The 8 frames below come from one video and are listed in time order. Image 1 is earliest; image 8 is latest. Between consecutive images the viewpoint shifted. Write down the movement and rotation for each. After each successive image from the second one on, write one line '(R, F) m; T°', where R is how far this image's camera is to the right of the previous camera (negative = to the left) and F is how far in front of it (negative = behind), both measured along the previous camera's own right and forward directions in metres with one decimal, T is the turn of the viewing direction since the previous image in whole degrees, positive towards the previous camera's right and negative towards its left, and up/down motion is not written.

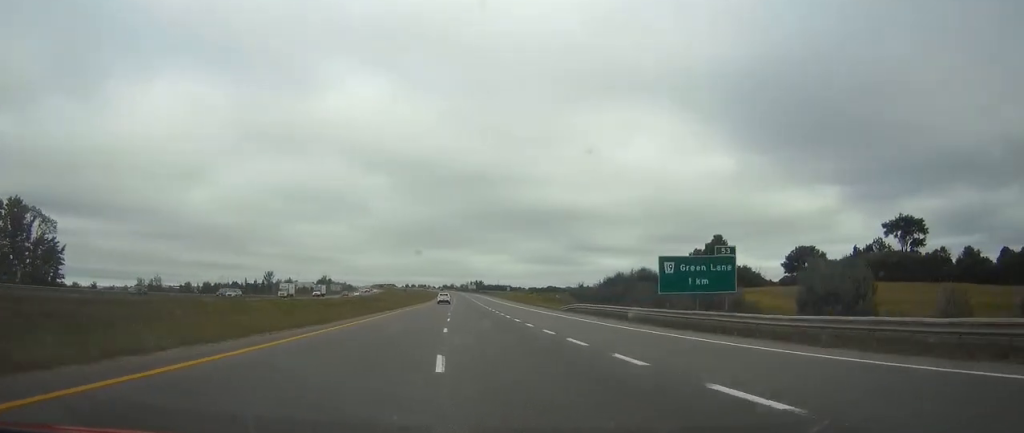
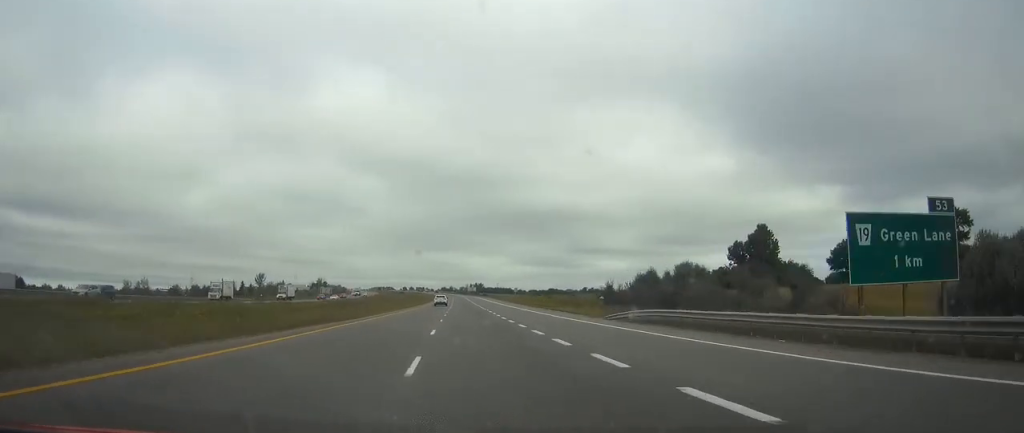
(+0.1, +23.9) m; 0°
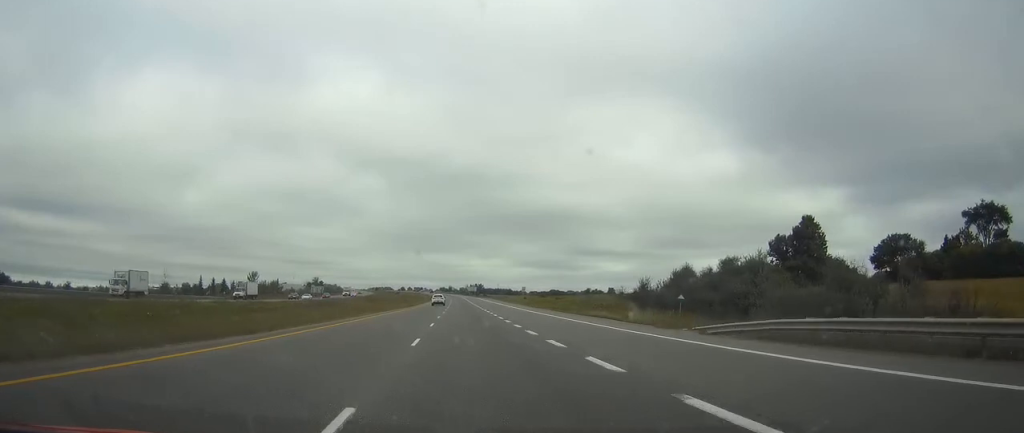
(0.0, +18.5) m; 0°
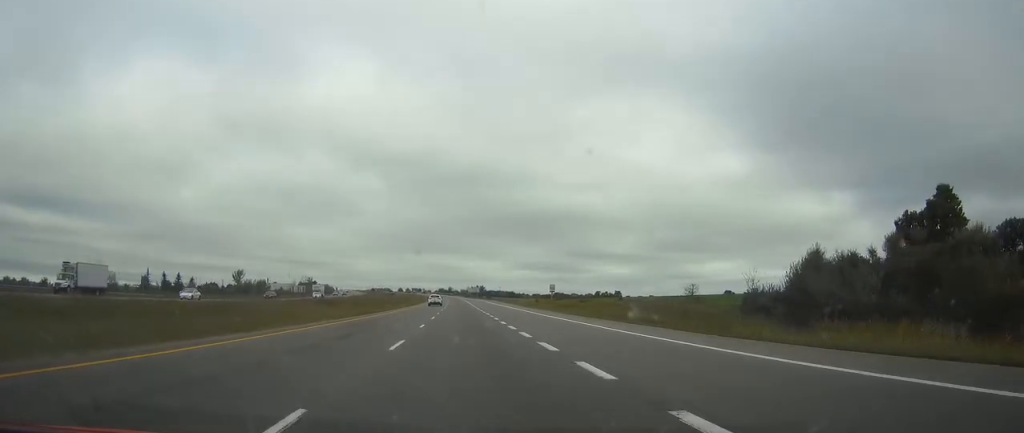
(-0.1, +36.9) m; 0°
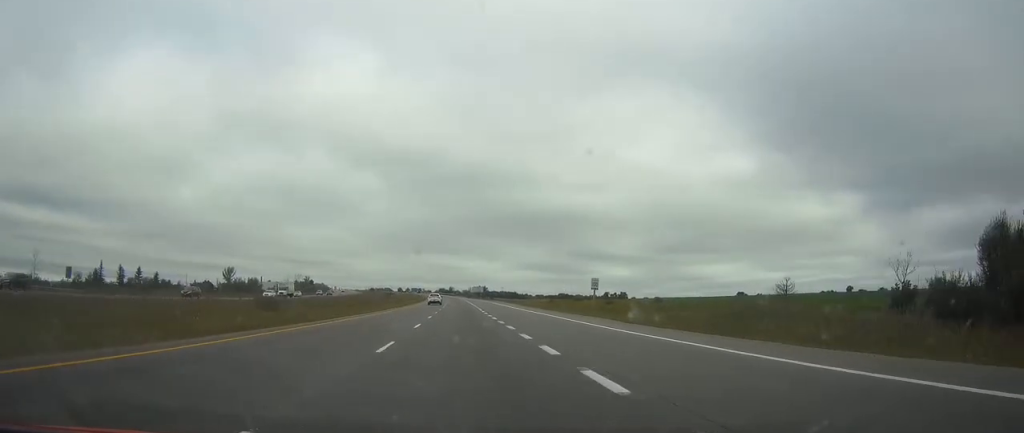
(0.0, +24.9) m; 0°
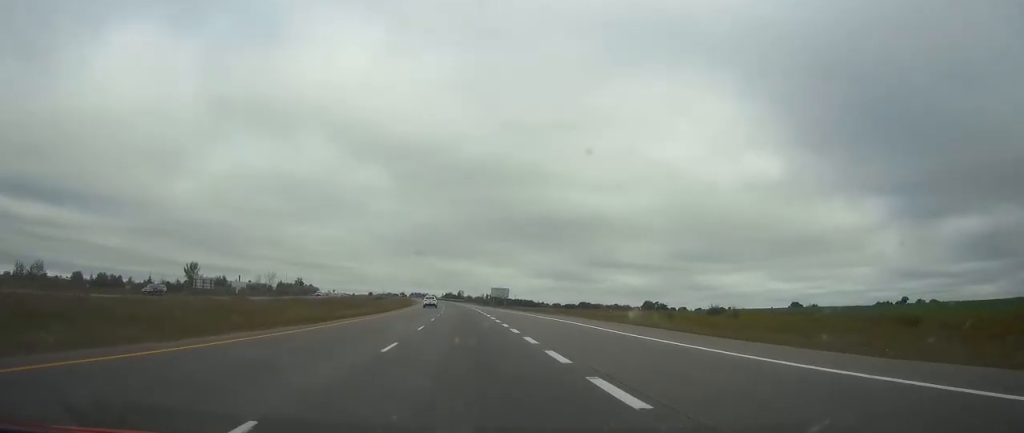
(-0.4, +84.1) m; -1°
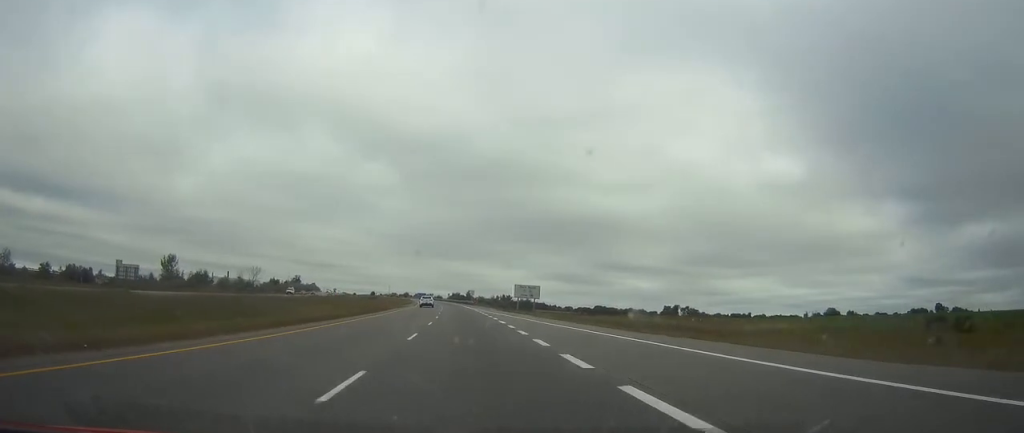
(-0.4, +42.9) m; -1°
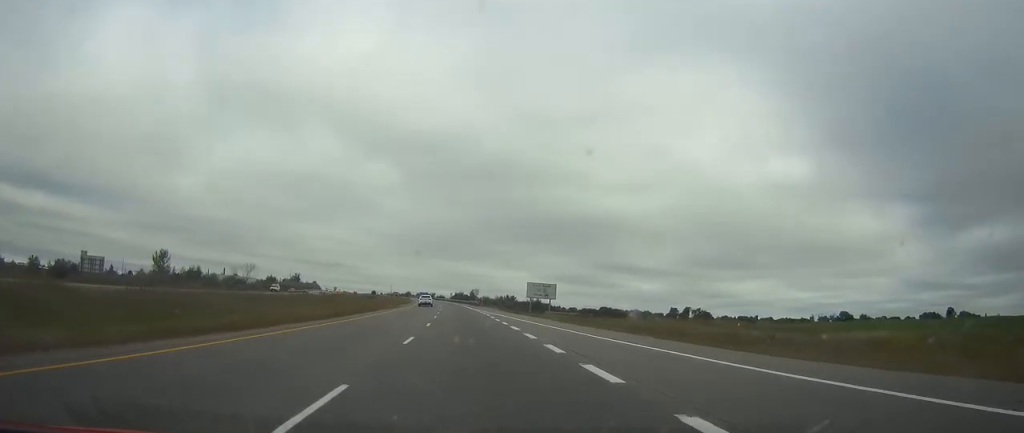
(+0.1, +13.9) m; 0°
